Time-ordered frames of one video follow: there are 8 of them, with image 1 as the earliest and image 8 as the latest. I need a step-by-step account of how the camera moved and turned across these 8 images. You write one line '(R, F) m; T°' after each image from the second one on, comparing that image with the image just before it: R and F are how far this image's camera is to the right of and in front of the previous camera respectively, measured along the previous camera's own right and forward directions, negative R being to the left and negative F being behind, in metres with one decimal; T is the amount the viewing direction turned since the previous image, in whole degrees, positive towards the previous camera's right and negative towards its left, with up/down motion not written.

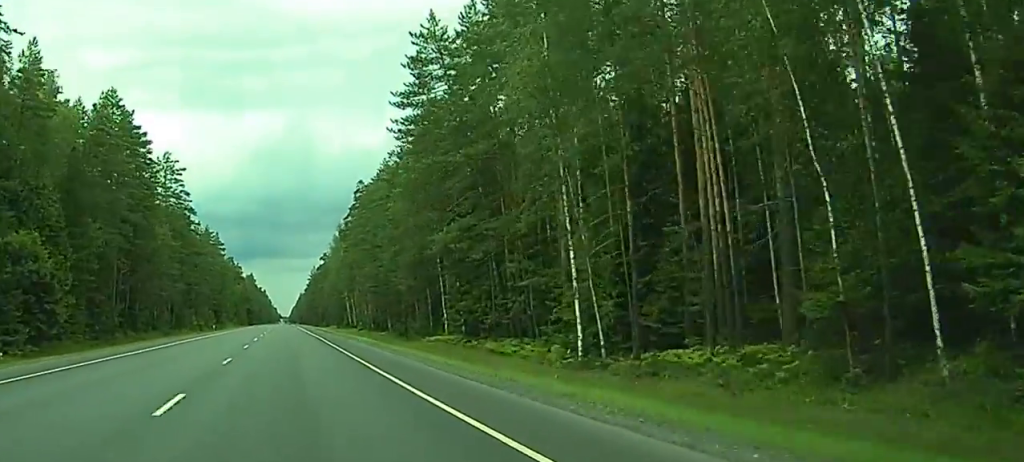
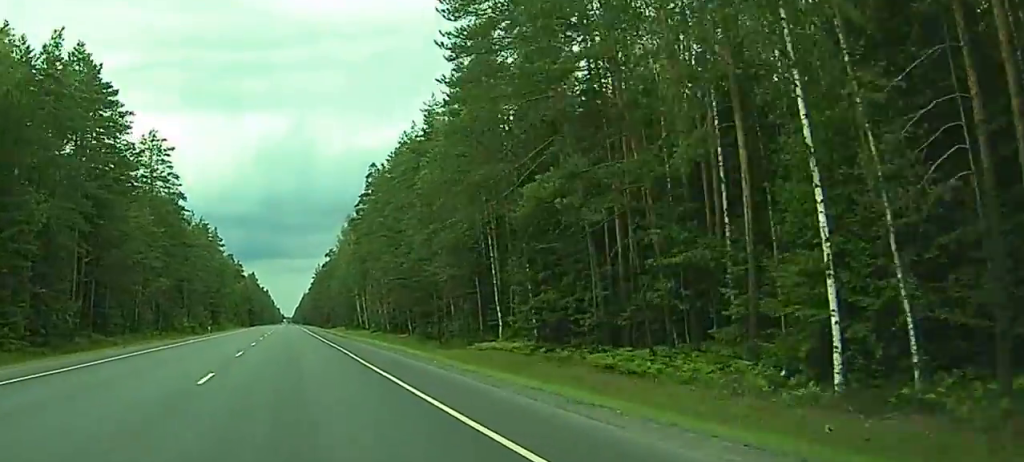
(-0.1, +19.1) m; 0°
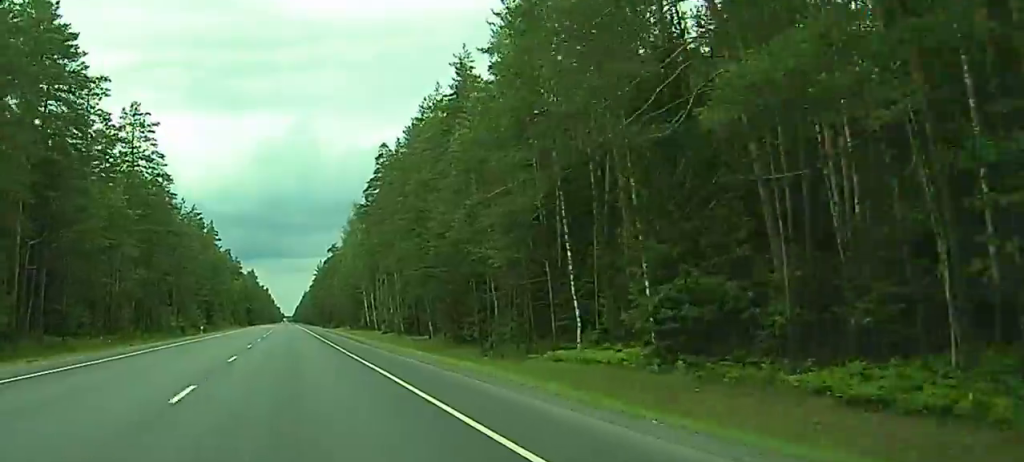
(+0.1, +16.2) m; 0°
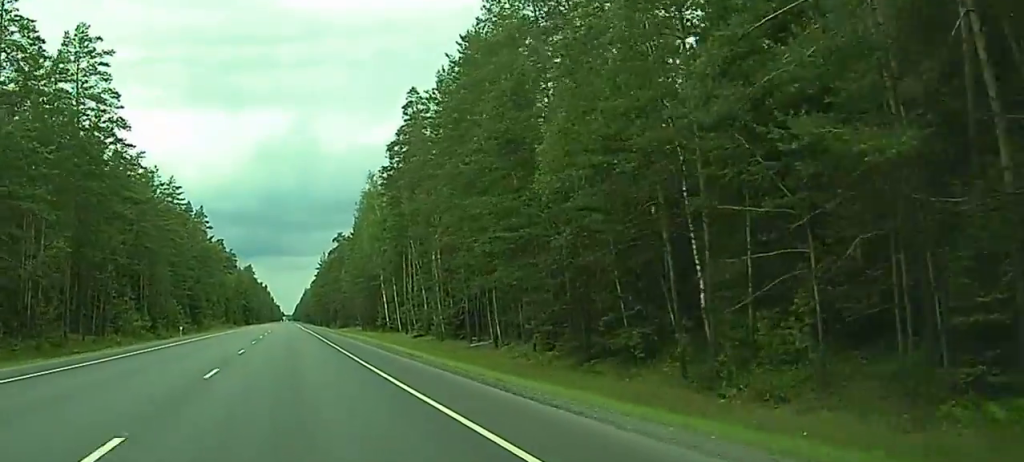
(-0.1, +31.3) m; 0°
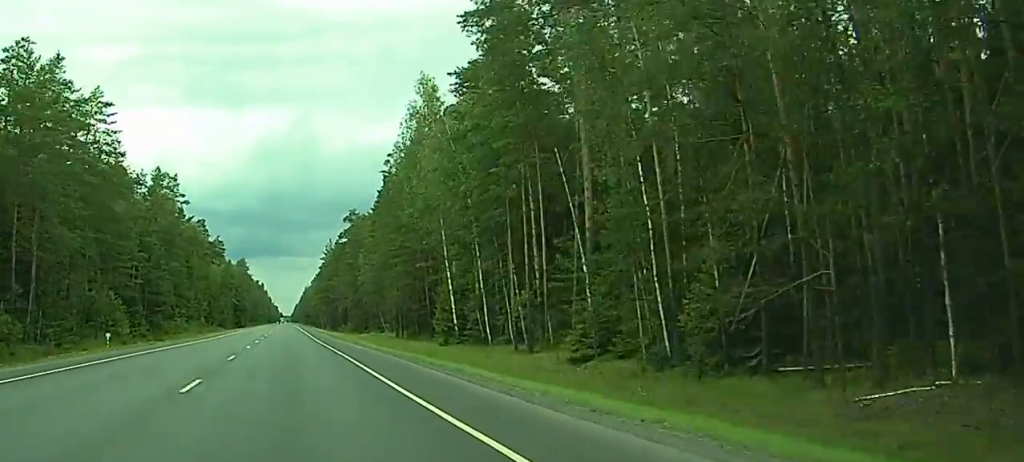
(-0.3, +51.7) m; -1°
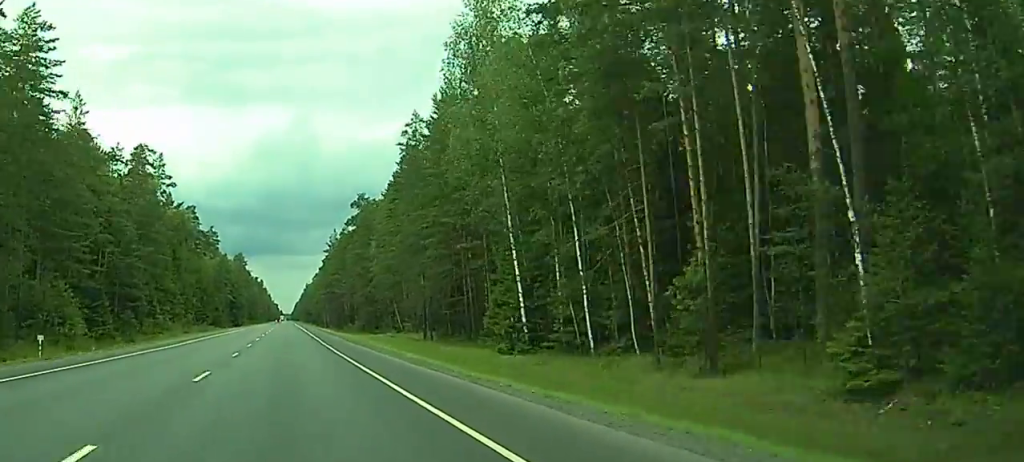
(0.0, +21.5) m; 0°
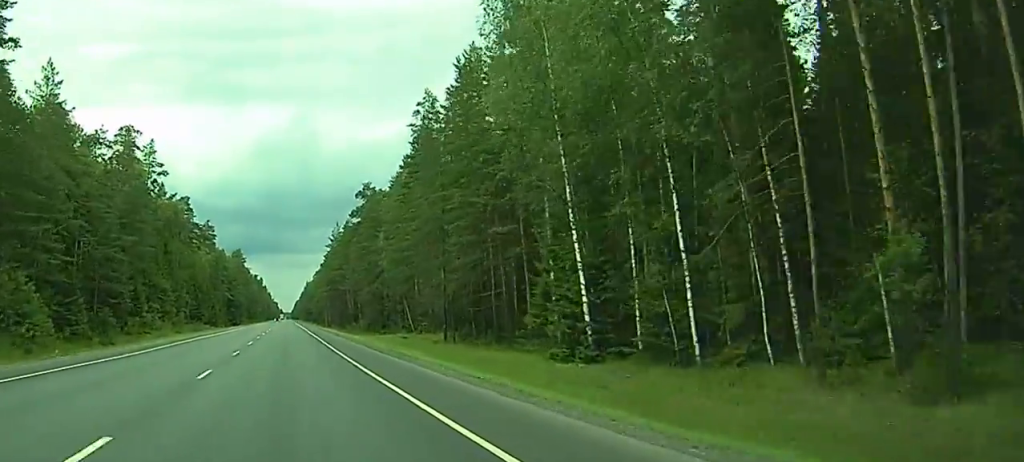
(0.0, +11.2) m; 0°
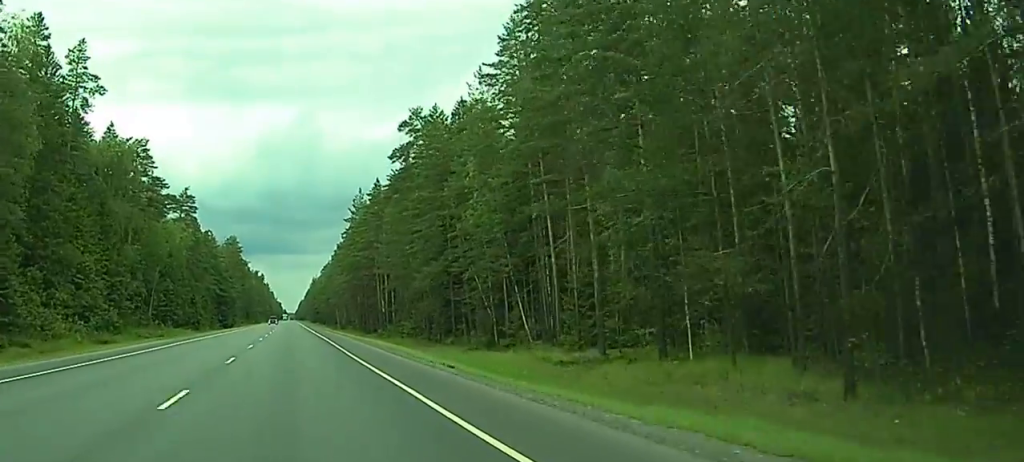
(-0.2, +54.1) m; -1°
